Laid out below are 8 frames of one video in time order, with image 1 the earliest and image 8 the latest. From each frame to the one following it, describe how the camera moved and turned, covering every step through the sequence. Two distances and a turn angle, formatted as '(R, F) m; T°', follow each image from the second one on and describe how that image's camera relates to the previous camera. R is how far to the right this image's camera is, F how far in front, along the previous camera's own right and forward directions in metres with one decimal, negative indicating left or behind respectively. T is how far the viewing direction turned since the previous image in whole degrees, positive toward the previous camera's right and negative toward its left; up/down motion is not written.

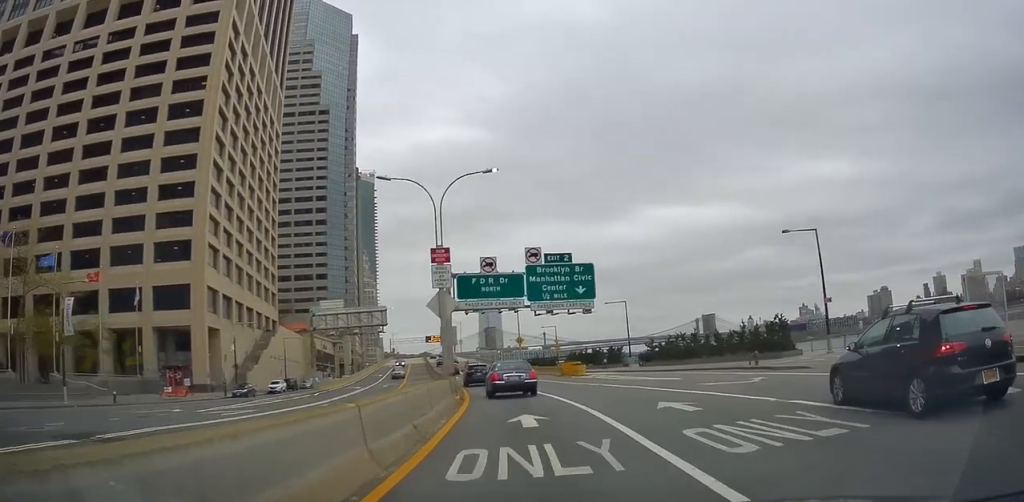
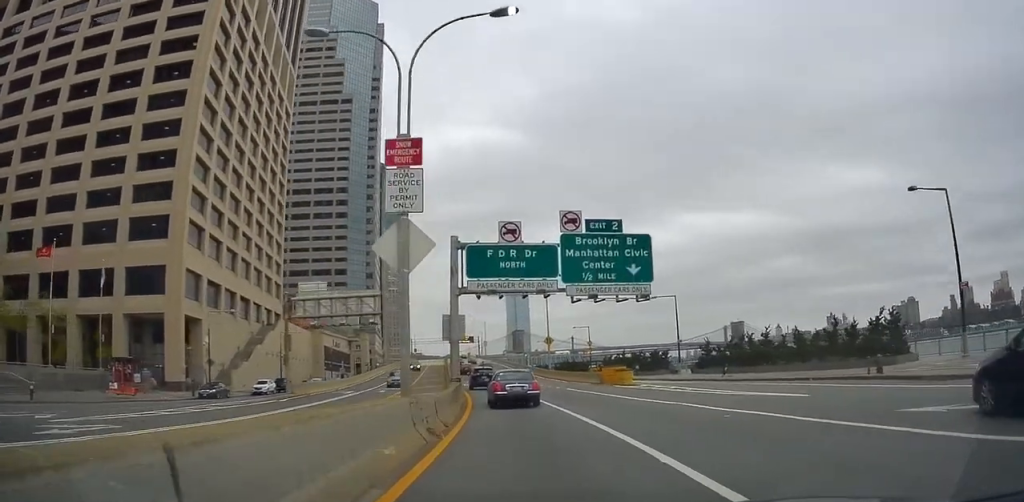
(-0.2, +11.1) m; -2°
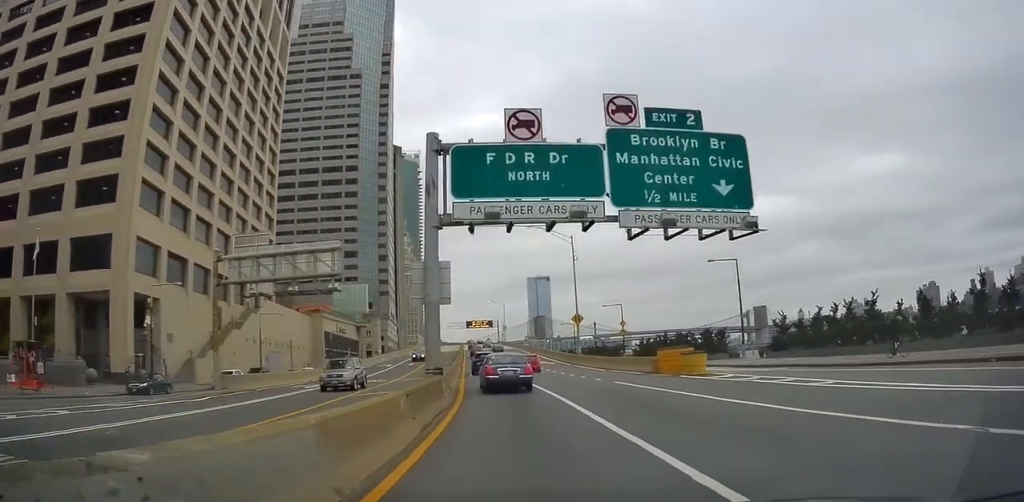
(-0.2, +12.5) m; -2°
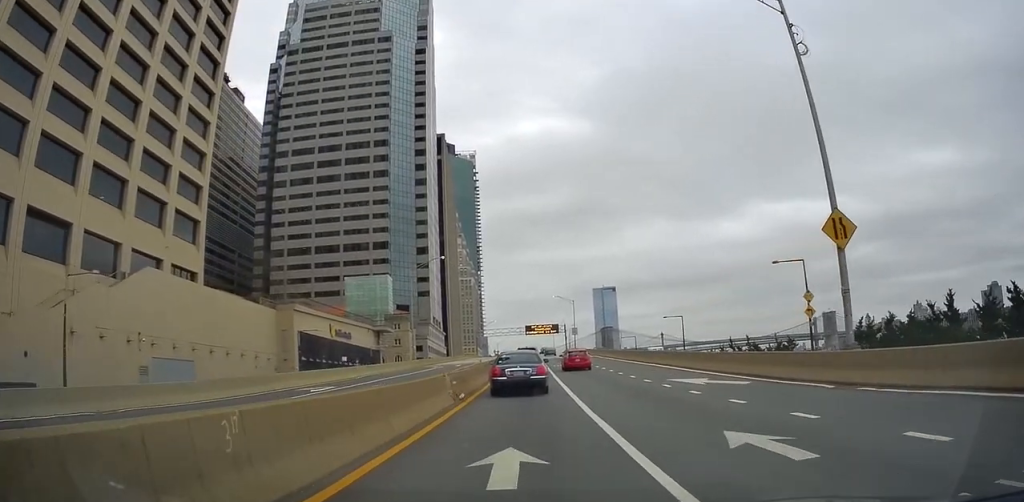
(-3.9, +39.8) m; -12°
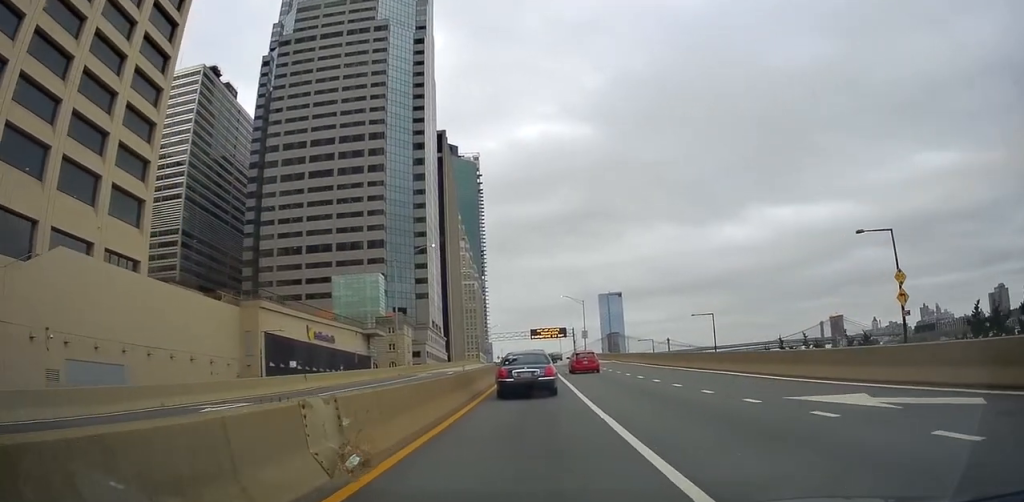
(-0.5, +11.0) m; -2°
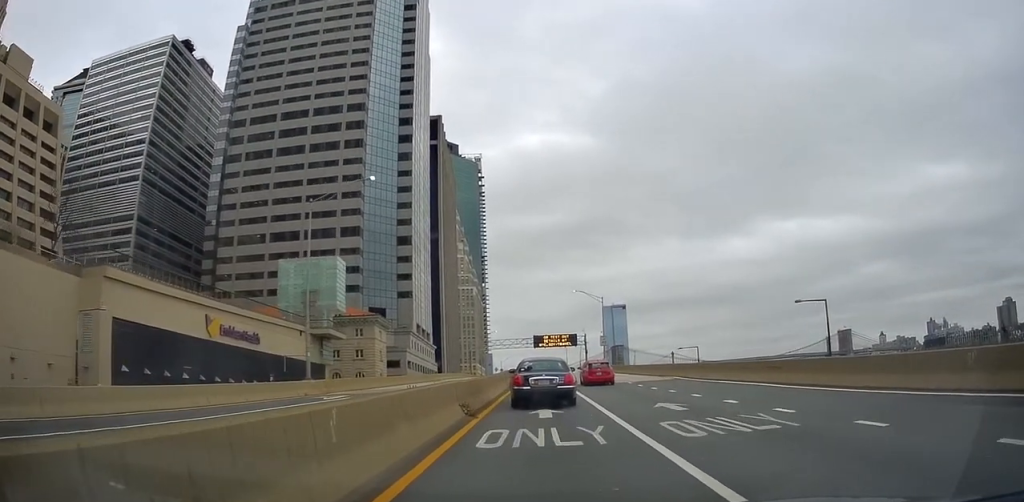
(-0.4, +26.3) m; -2°
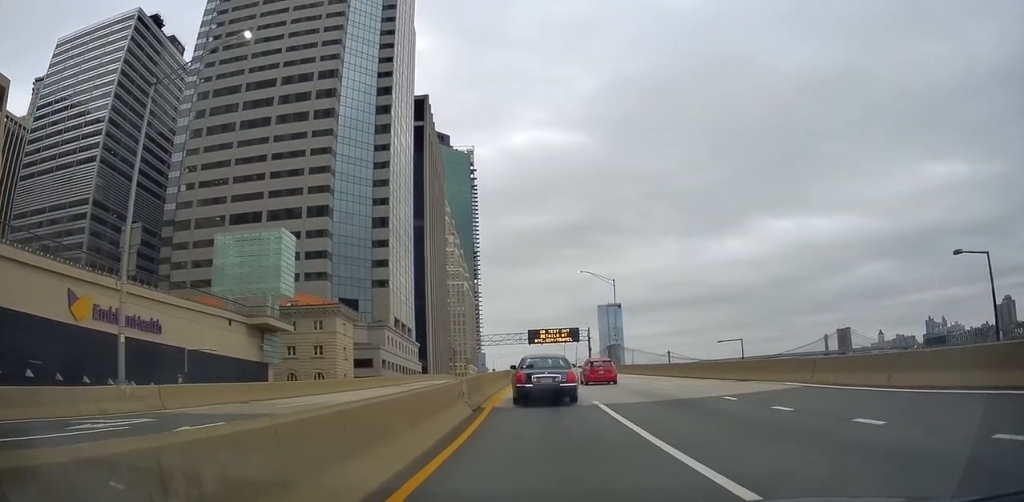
(-0.3, +18.6) m; 0°
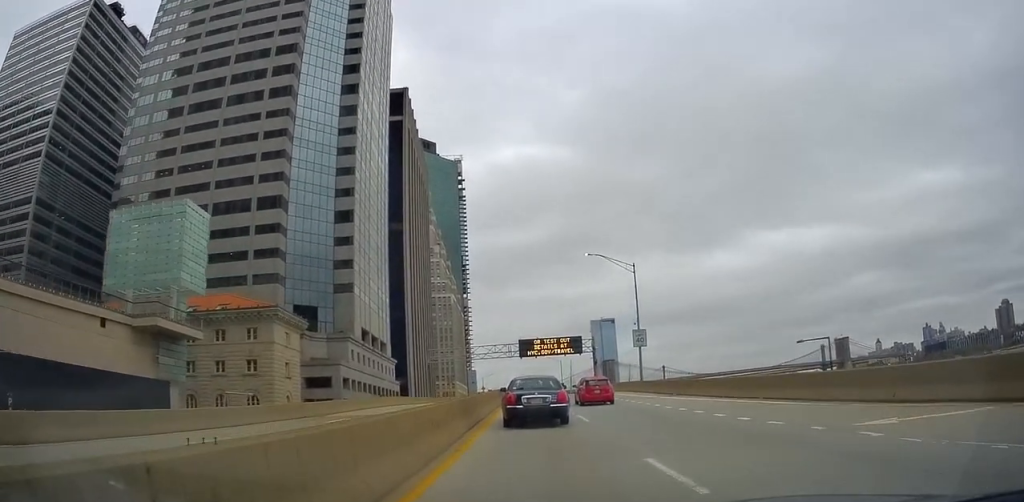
(+0.4, +19.9) m; 0°
